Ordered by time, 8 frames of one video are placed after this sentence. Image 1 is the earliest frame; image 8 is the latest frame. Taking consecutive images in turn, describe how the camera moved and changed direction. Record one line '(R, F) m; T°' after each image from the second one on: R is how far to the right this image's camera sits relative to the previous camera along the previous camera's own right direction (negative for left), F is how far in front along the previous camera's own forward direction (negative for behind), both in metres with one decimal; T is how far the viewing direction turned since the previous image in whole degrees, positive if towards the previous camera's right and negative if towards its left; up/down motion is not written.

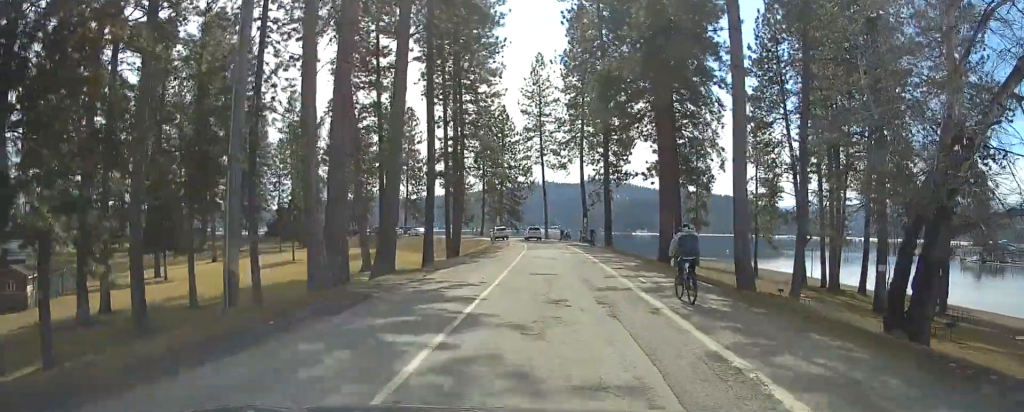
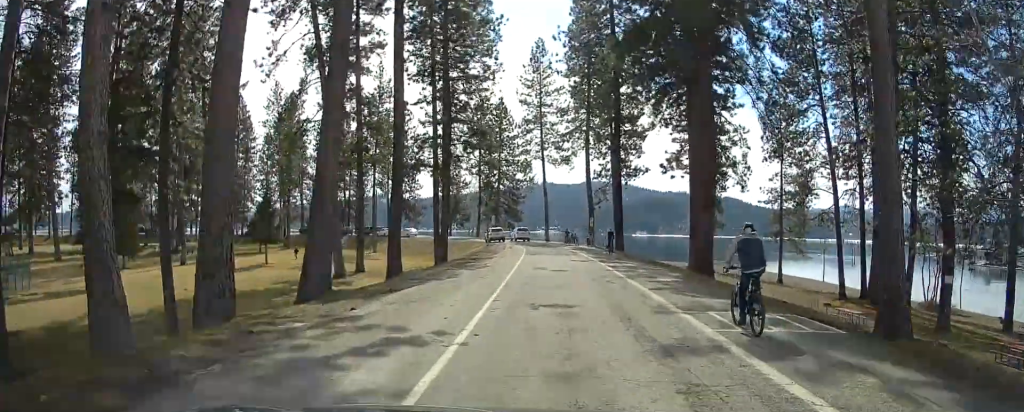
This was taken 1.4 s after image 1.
(+0.1, +8.2) m; +1°
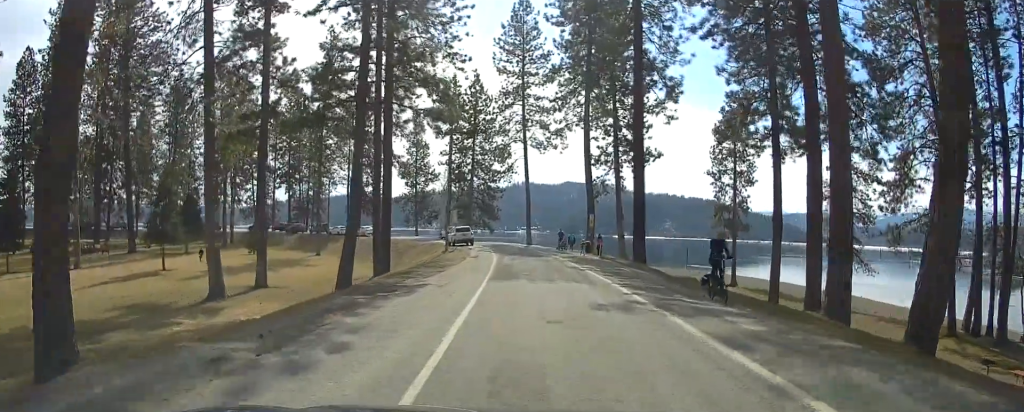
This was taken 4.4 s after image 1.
(0.0, +16.7) m; -1°
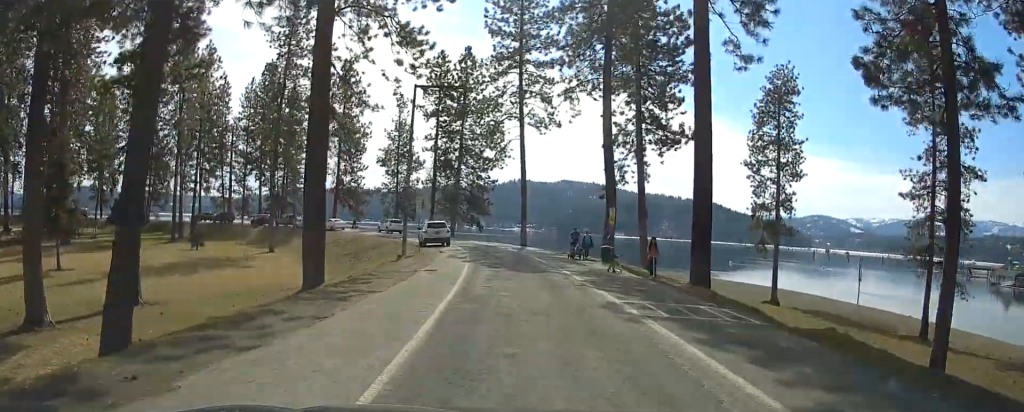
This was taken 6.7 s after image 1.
(-0.3, +13.1) m; -2°
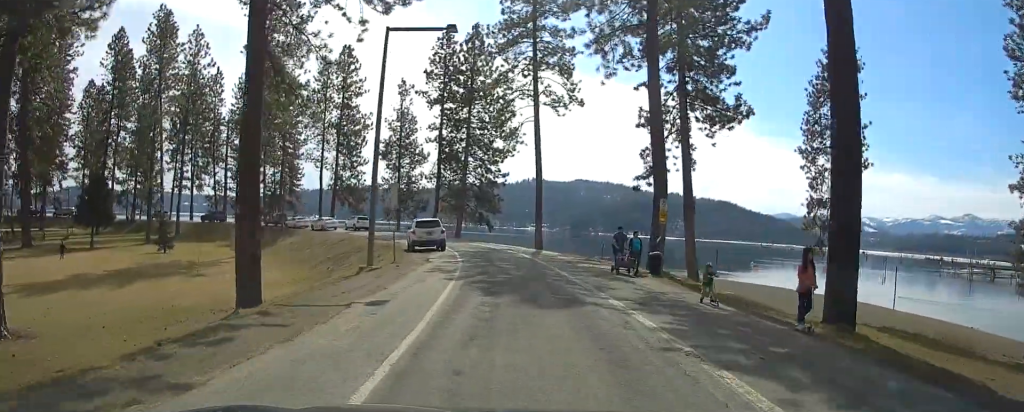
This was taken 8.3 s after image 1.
(-0.1, +9.3) m; 0°
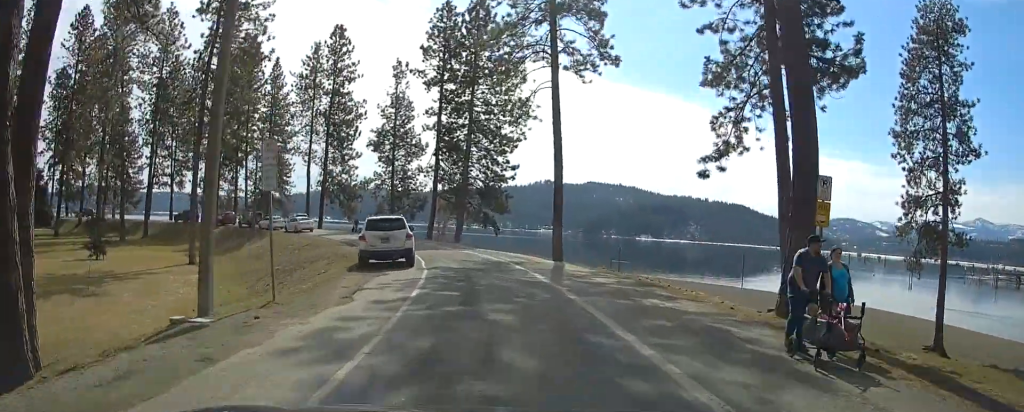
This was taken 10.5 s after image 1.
(+0.1, +12.6) m; 0°
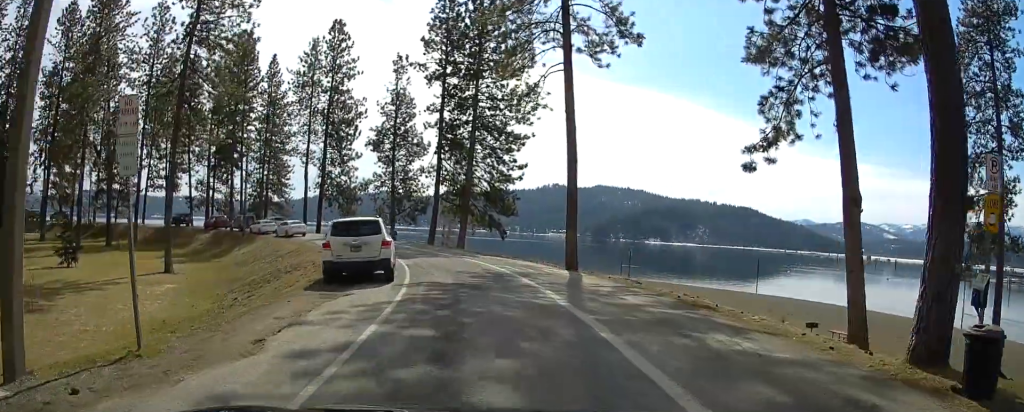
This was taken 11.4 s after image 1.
(+0.1, +4.8) m; -1°
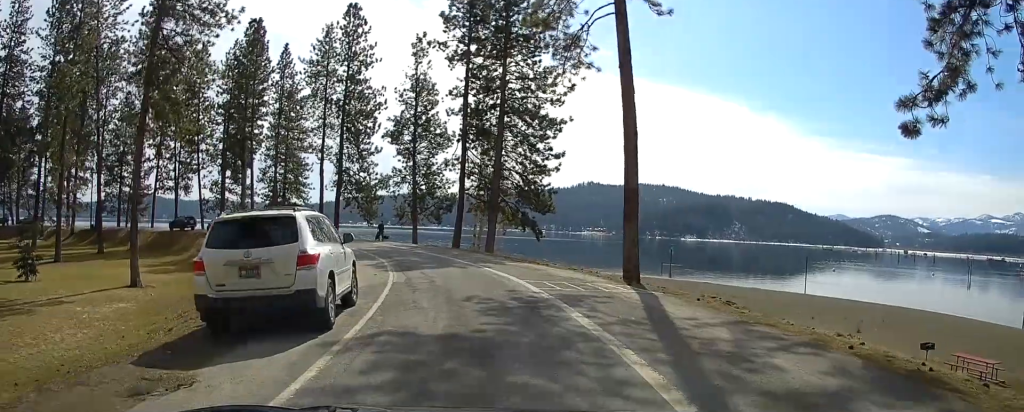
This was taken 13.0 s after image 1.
(-0.3, +8.5) m; -4°
